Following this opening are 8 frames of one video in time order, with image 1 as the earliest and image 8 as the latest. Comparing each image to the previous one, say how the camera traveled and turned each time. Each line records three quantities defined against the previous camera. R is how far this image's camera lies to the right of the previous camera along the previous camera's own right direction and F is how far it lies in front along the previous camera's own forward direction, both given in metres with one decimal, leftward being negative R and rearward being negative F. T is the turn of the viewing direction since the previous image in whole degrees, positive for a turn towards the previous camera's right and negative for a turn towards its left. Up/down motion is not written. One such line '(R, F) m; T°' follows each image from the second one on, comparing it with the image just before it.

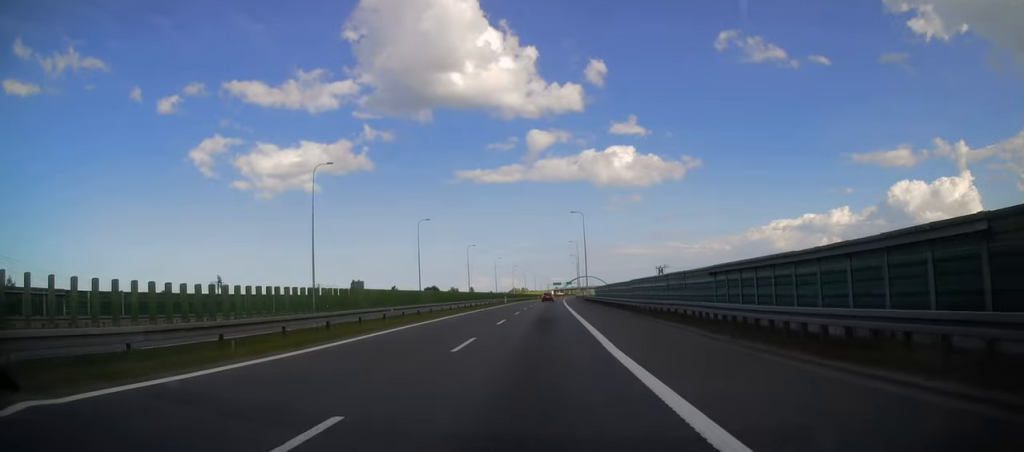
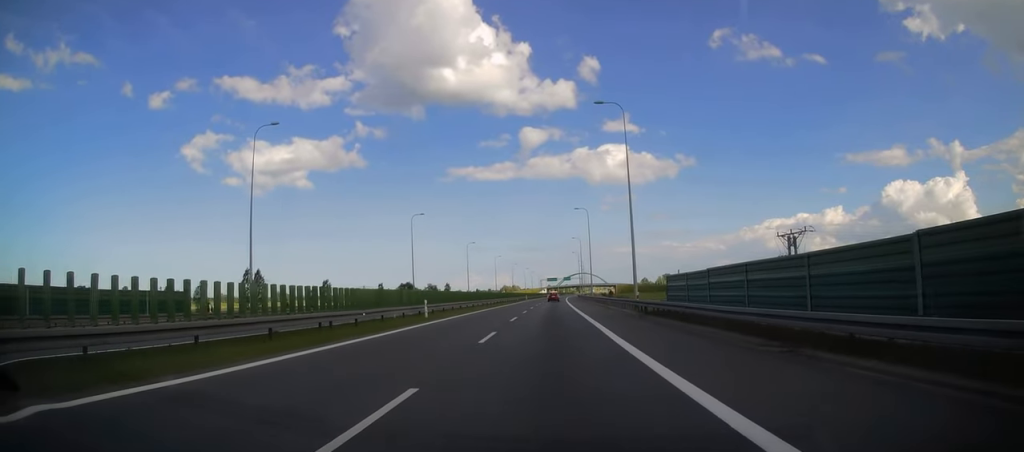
(+0.4, +57.5) m; +1°
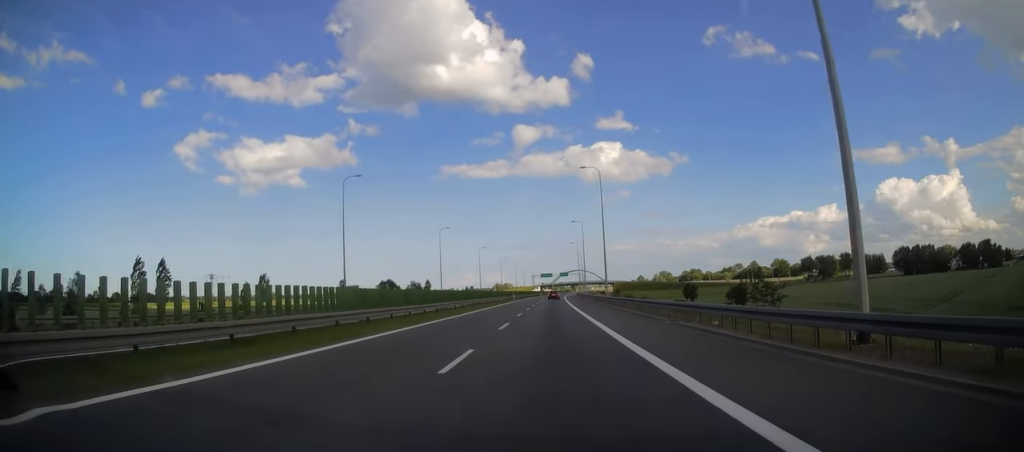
(+0.1, +30.3) m; 0°
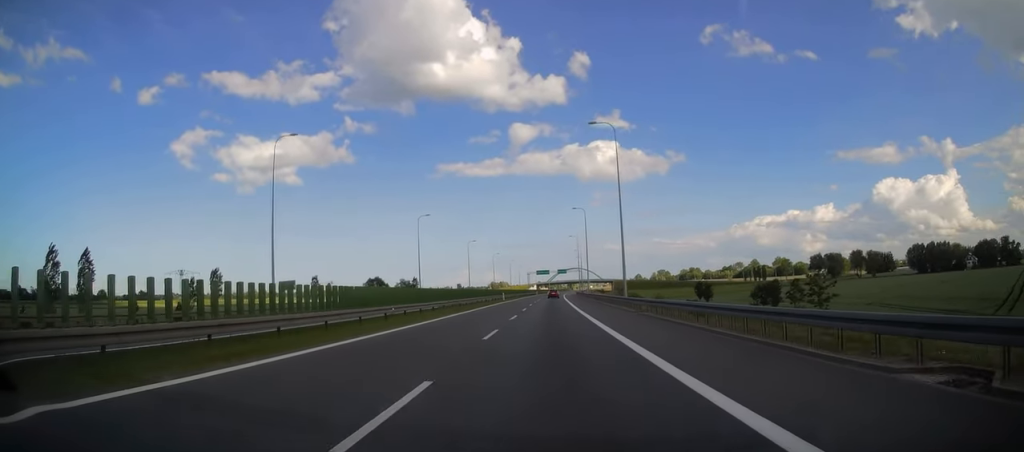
(0.0, +17.0) m; 0°
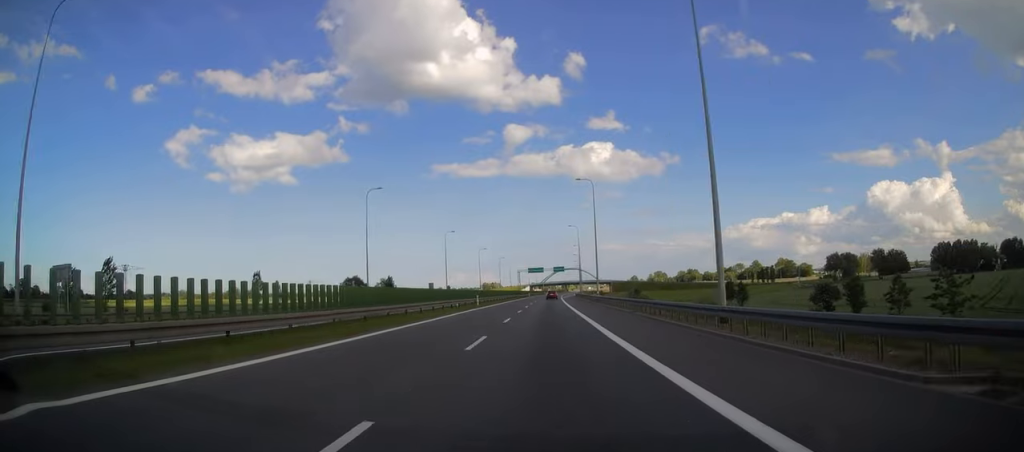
(0.0, +26.8) m; +1°
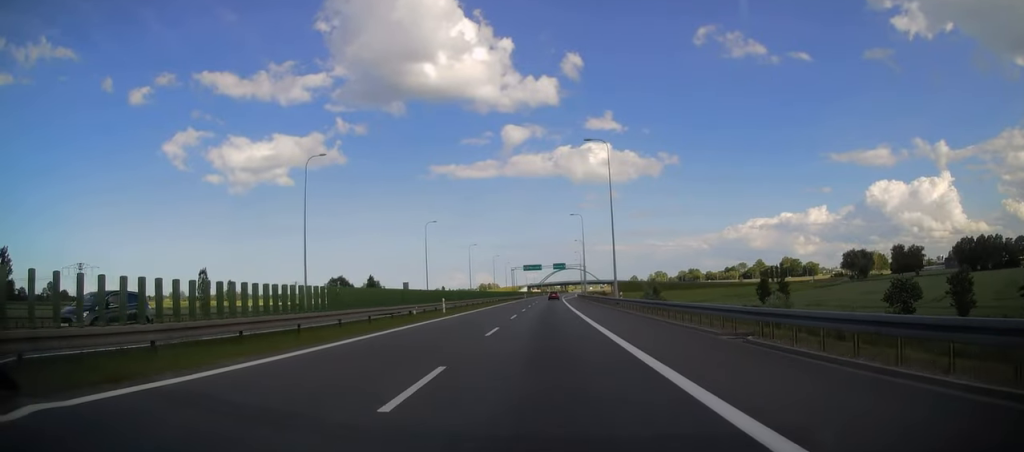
(+0.1, +19.2) m; +1°
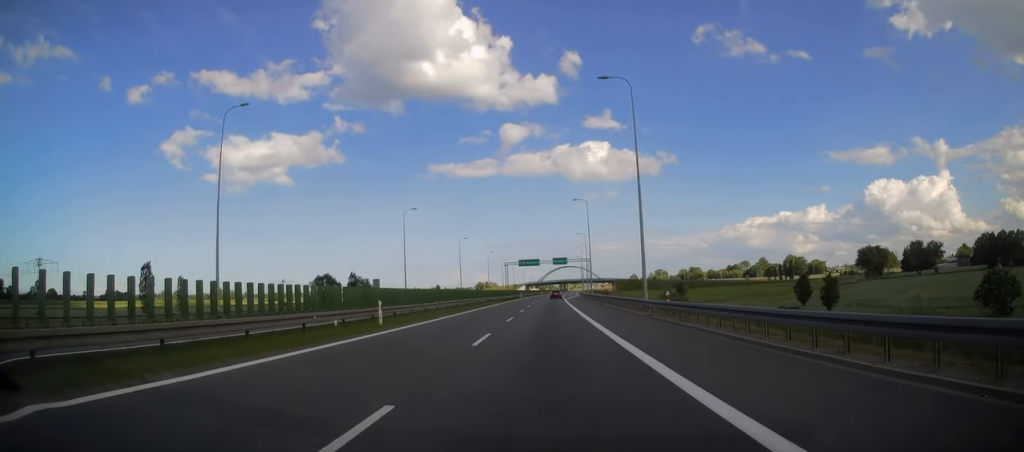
(+0.3, +15.6) m; 0°
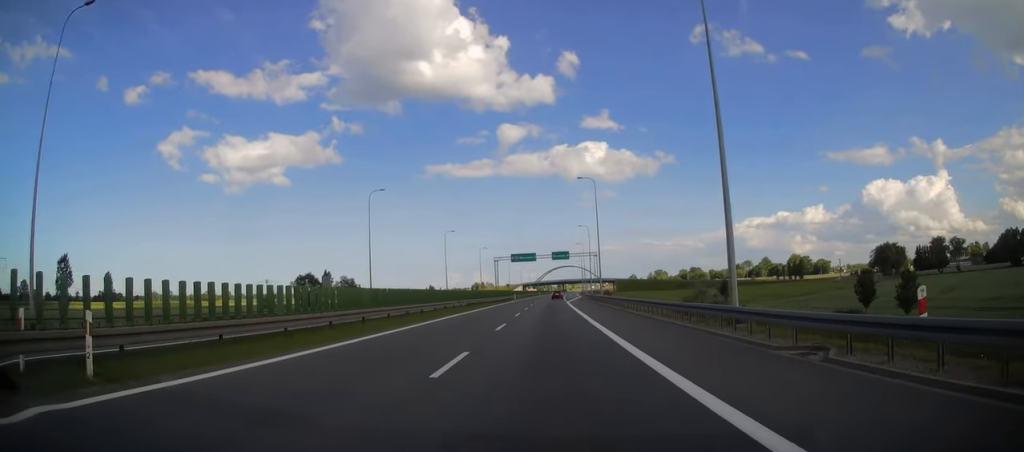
(-0.1, +17.4) m; 0°
